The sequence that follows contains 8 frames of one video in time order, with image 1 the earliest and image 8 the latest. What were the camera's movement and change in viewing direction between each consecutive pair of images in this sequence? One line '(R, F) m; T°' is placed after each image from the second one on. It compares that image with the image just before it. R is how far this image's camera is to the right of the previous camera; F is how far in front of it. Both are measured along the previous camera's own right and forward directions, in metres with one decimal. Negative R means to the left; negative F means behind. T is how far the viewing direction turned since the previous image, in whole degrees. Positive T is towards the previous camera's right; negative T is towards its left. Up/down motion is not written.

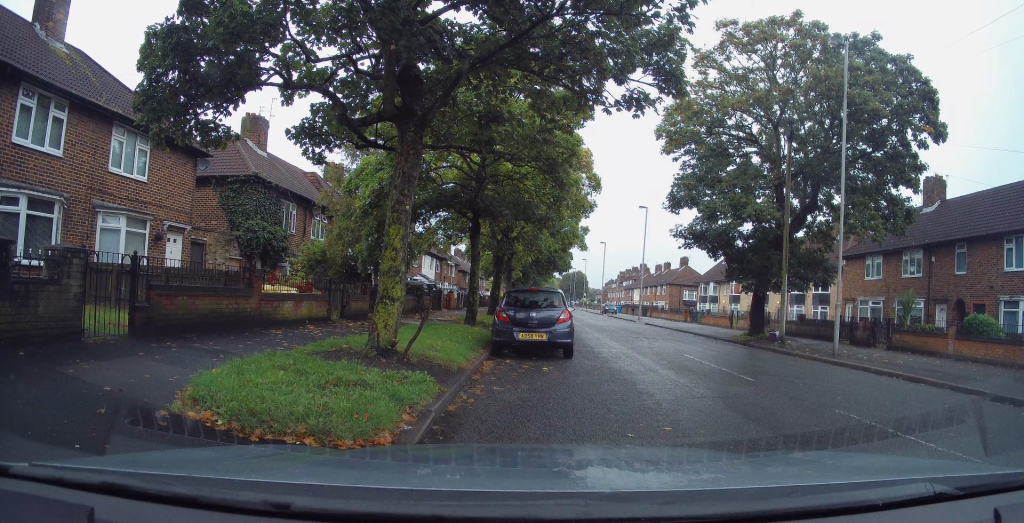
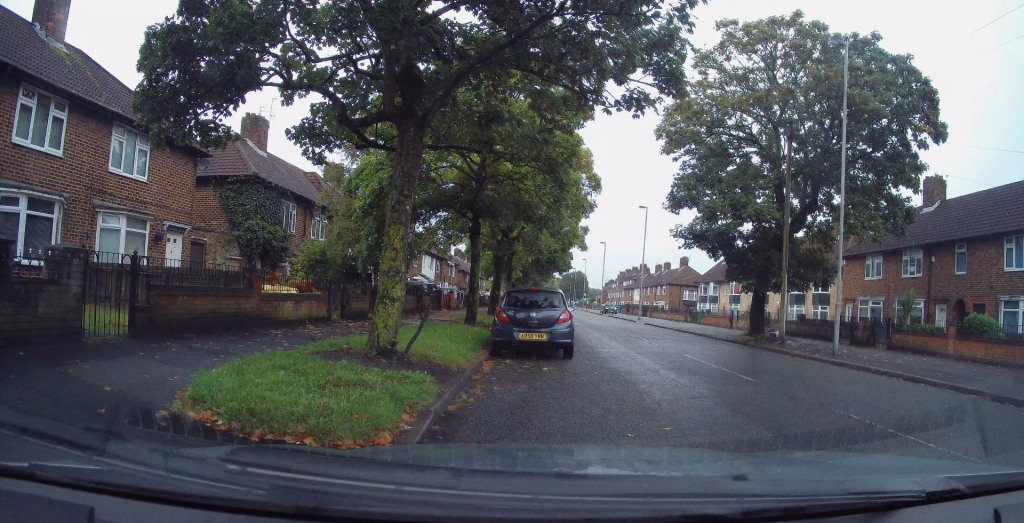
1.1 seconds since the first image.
(0.0, 0.0) m; 0°
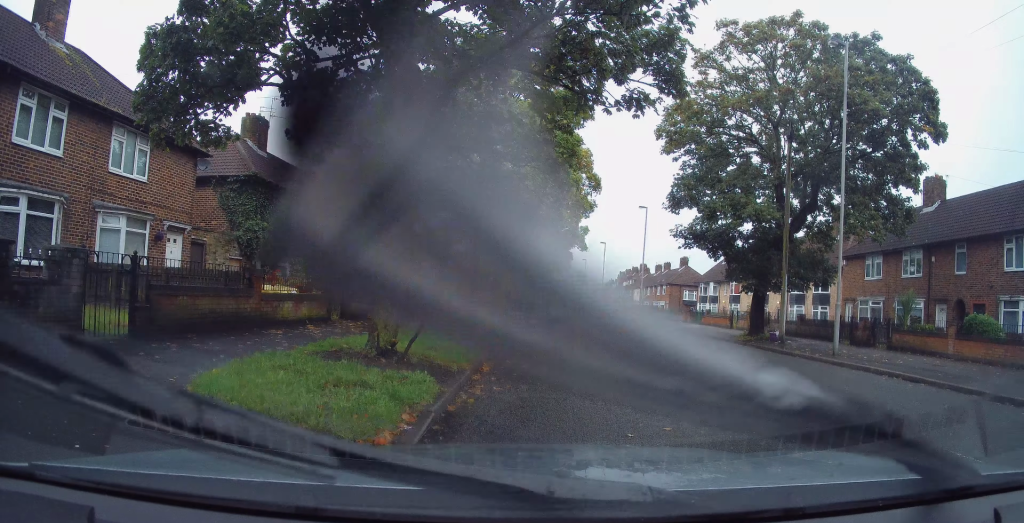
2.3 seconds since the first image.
(0.0, 0.0) m; 0°
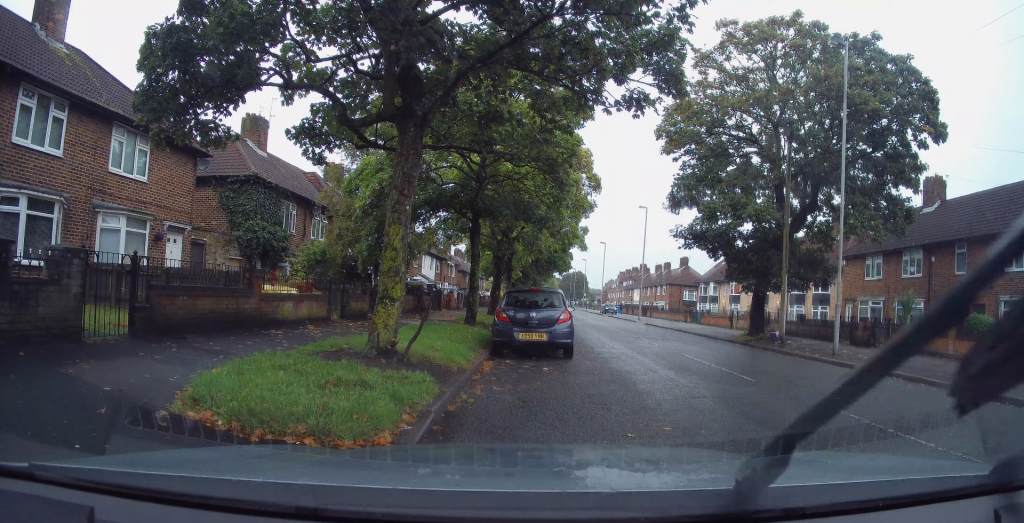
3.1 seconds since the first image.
(0.0, 0.0) m; 0°
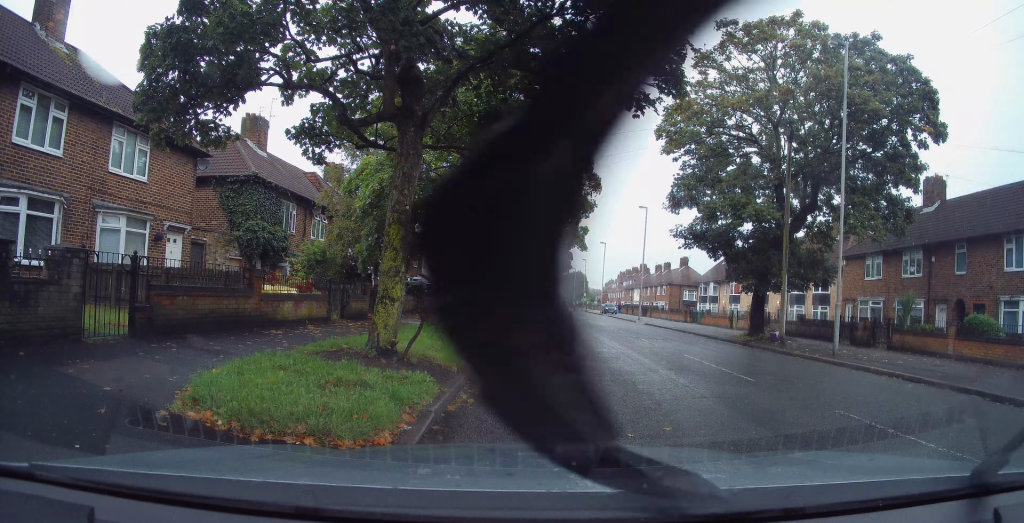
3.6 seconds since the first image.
(0.0, 0.0) m; 0°
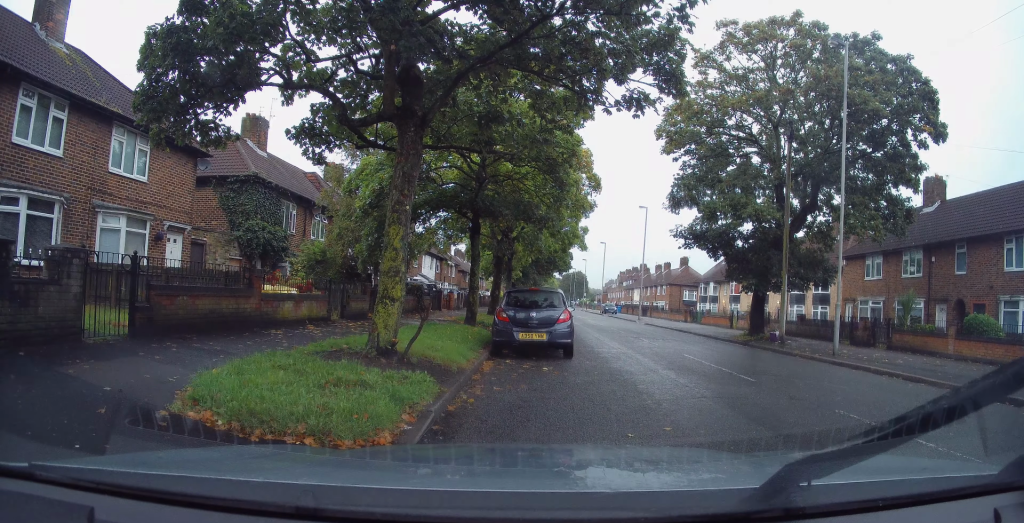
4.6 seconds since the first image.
(0.0, 0.0) m; 0°
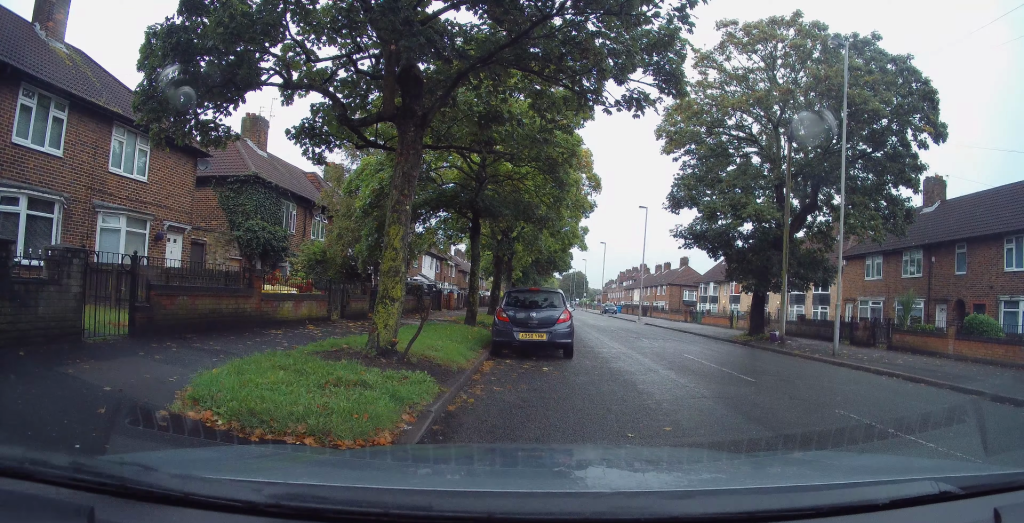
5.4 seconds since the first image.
(0.0, 0.0) m; 0°
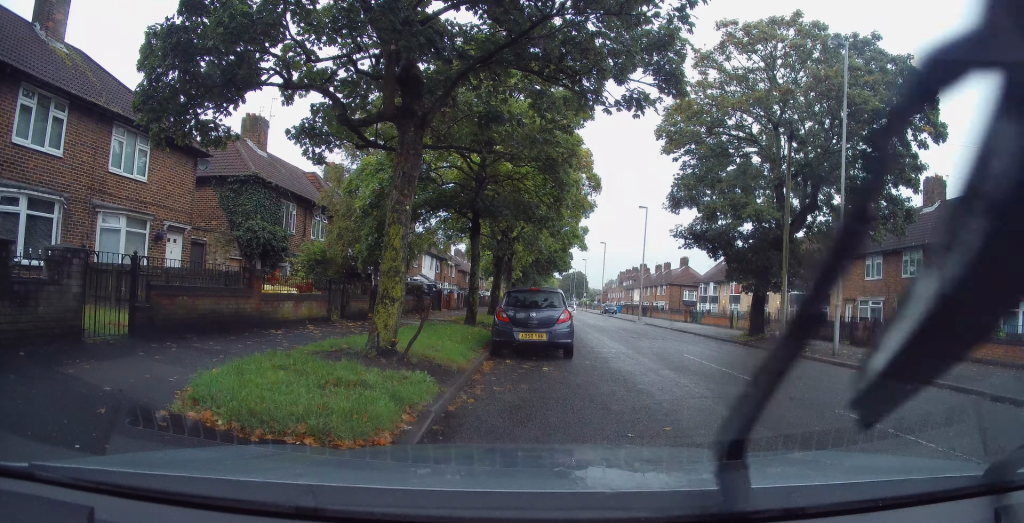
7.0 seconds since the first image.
(0.0, 0.0) m; 0°
